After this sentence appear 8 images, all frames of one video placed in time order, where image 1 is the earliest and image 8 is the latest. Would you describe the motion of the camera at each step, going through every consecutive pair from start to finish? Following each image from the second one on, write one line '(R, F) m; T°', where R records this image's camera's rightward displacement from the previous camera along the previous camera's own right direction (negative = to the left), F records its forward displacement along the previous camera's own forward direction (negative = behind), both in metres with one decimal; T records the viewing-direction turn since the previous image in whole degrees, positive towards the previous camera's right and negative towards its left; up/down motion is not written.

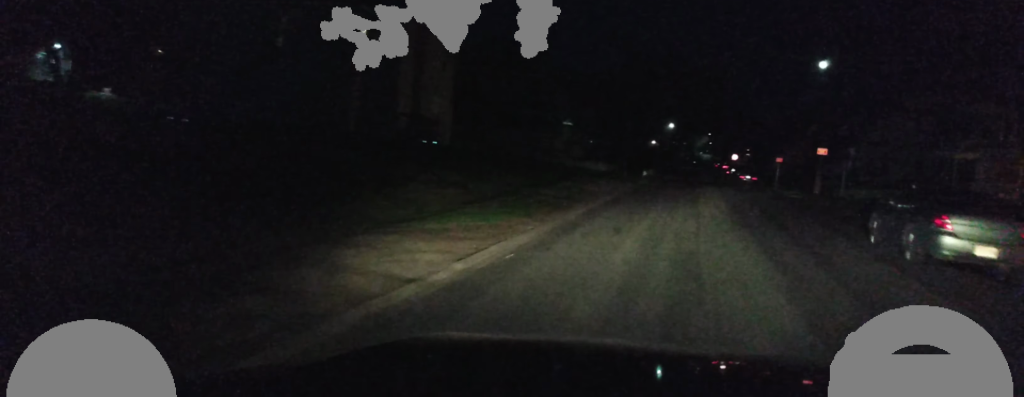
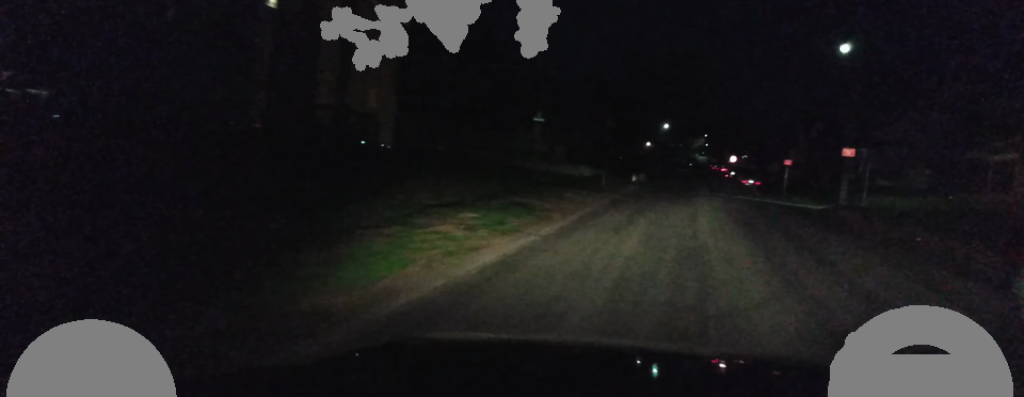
(-0.4, +7.8) m; 0°
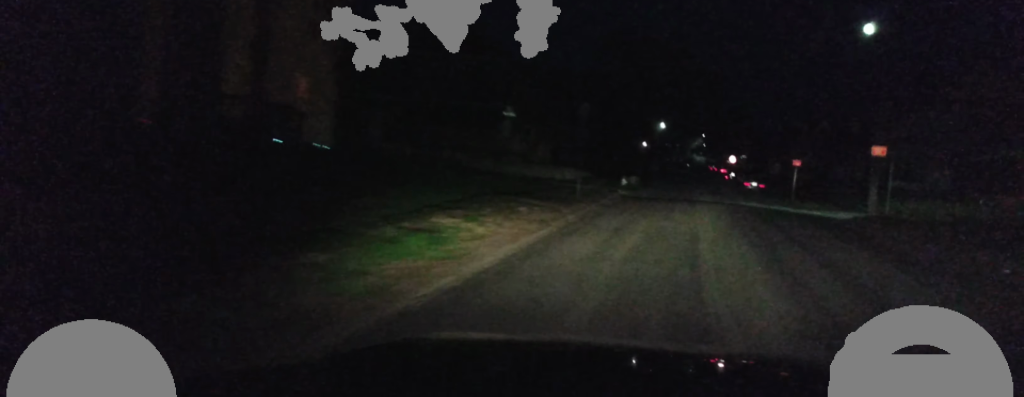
(+0.3, +5.8) m; +2°
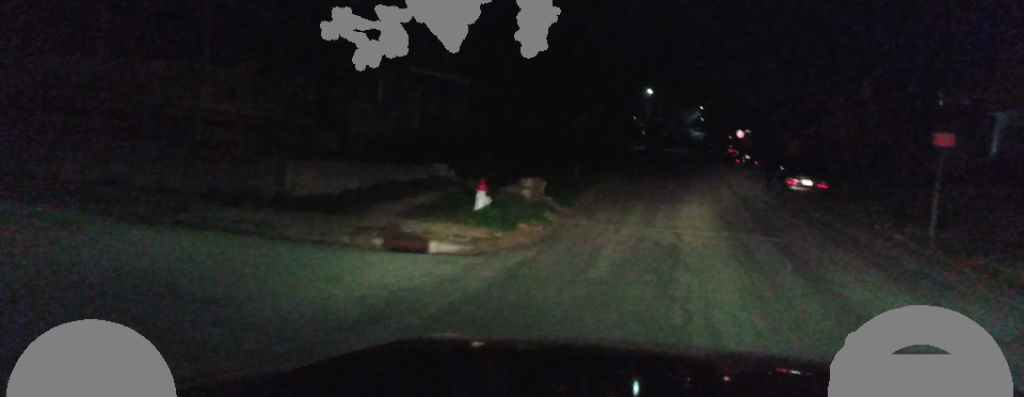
(+0.4, +30.5) m; -1°
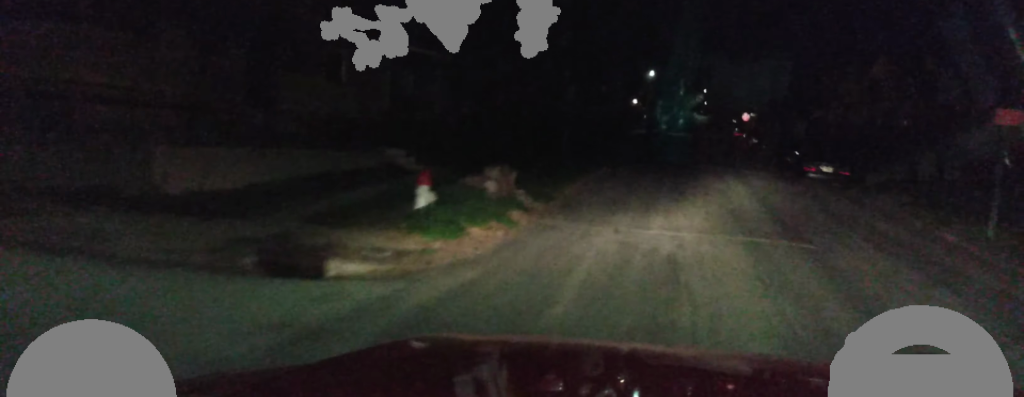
(-0.1, +4.2) m; 0°
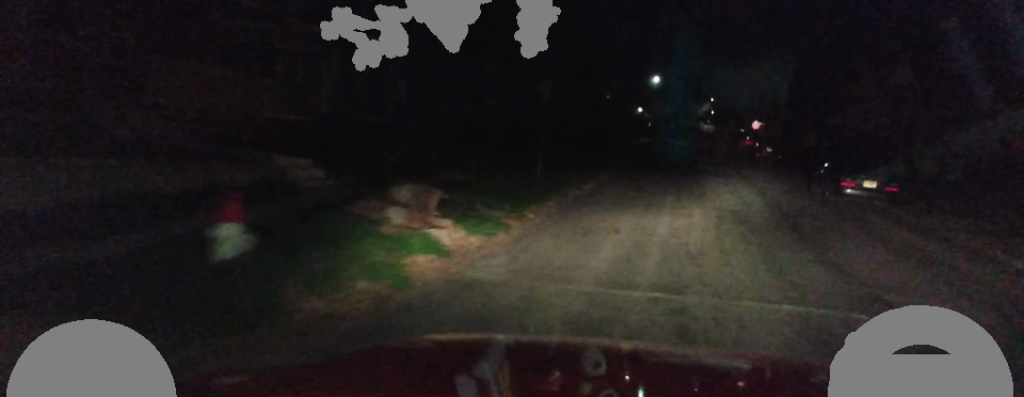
(0.0, +5.4) m; -1°
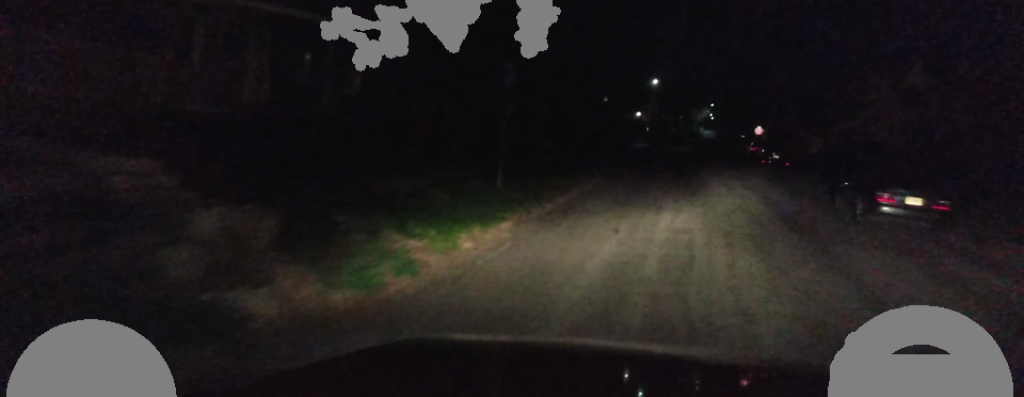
(0.0, +4.4) m; -2°
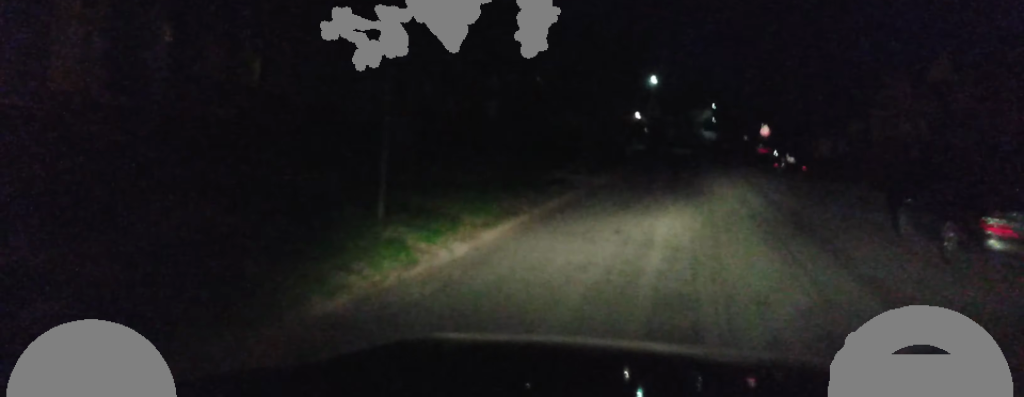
(-0.2, +6.5) m; -3°
